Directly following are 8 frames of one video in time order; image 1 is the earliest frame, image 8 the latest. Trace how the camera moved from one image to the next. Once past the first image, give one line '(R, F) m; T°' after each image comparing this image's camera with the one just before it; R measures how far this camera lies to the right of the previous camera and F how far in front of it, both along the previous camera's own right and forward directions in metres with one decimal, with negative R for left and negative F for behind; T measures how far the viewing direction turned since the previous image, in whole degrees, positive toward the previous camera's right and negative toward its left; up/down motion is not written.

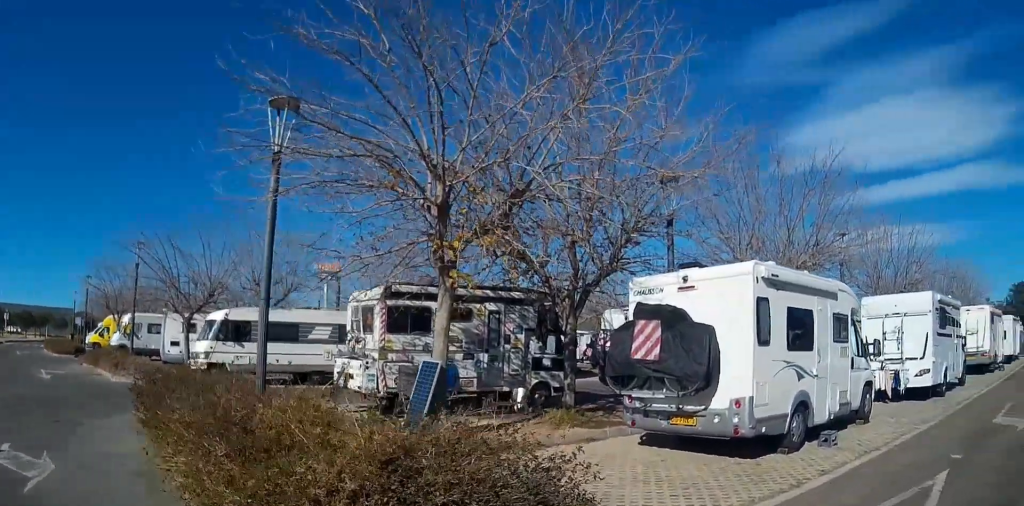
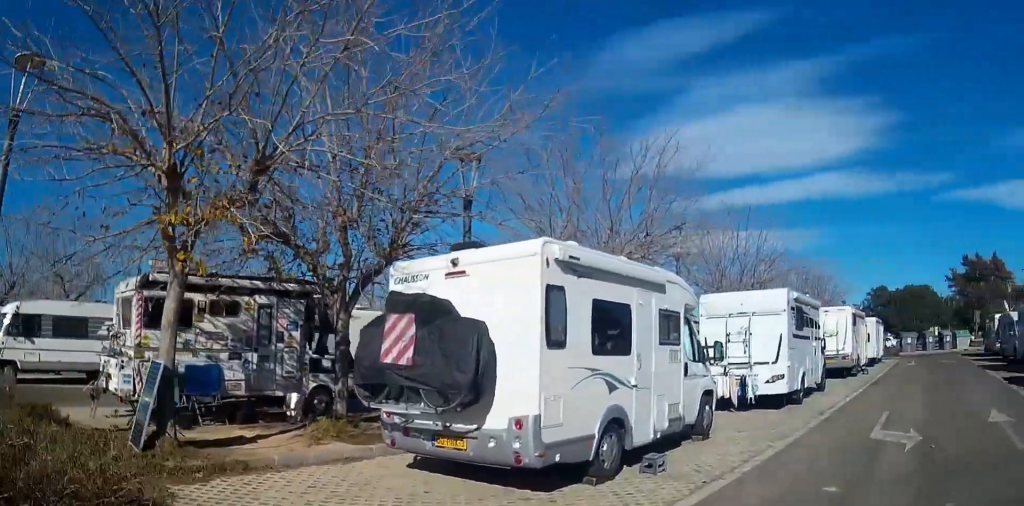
(+0.3, +2.1) m; +13°
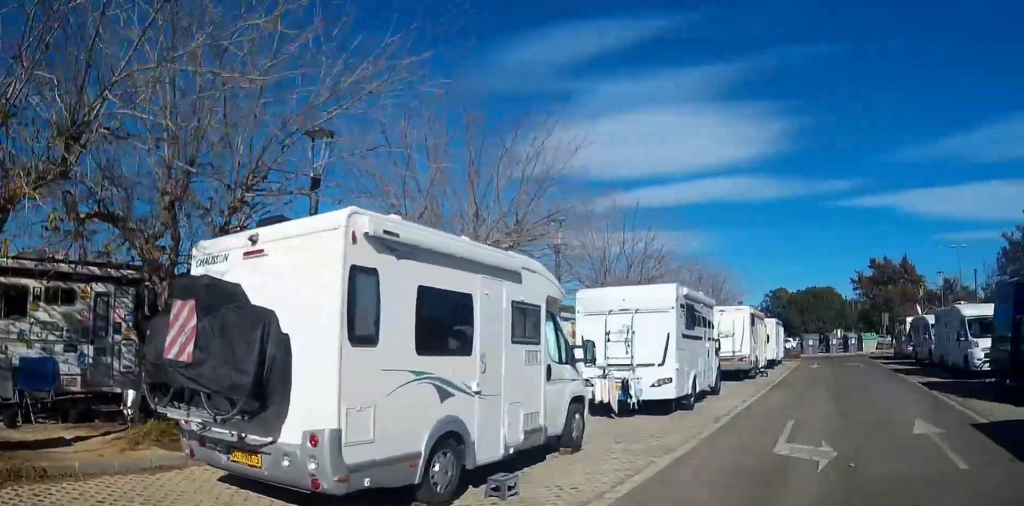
(0.0, +1.4) m; +8°
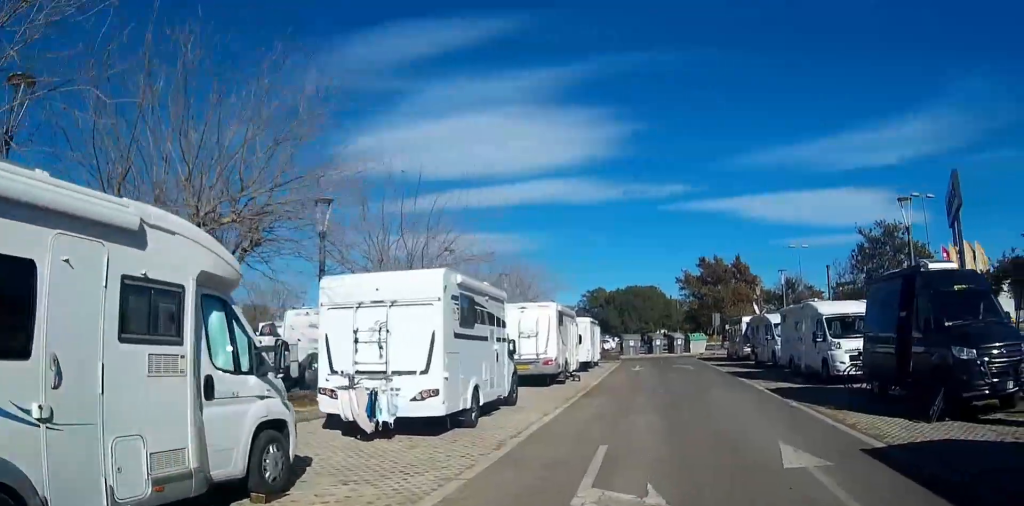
(+0.5, +3.1) m; +8°
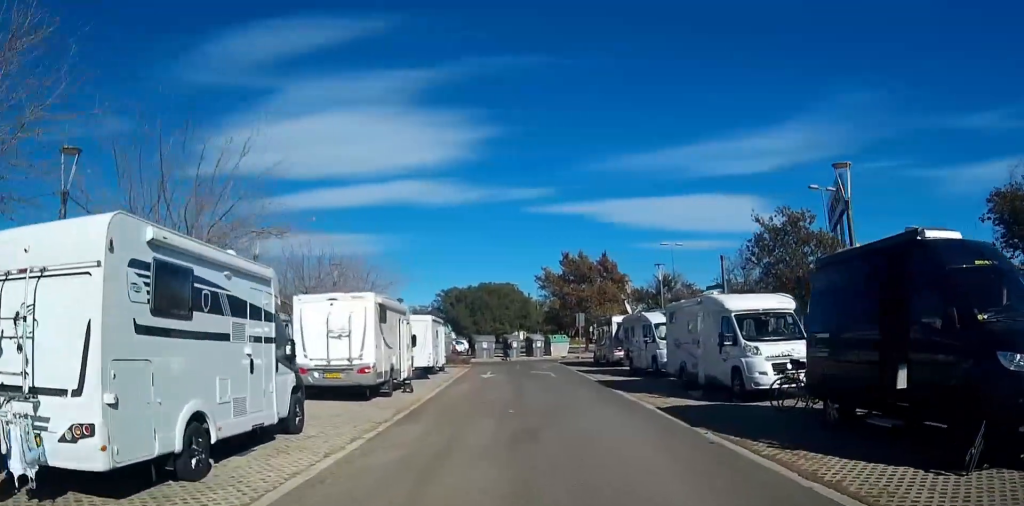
(+0.2, +4.7) m; +4°
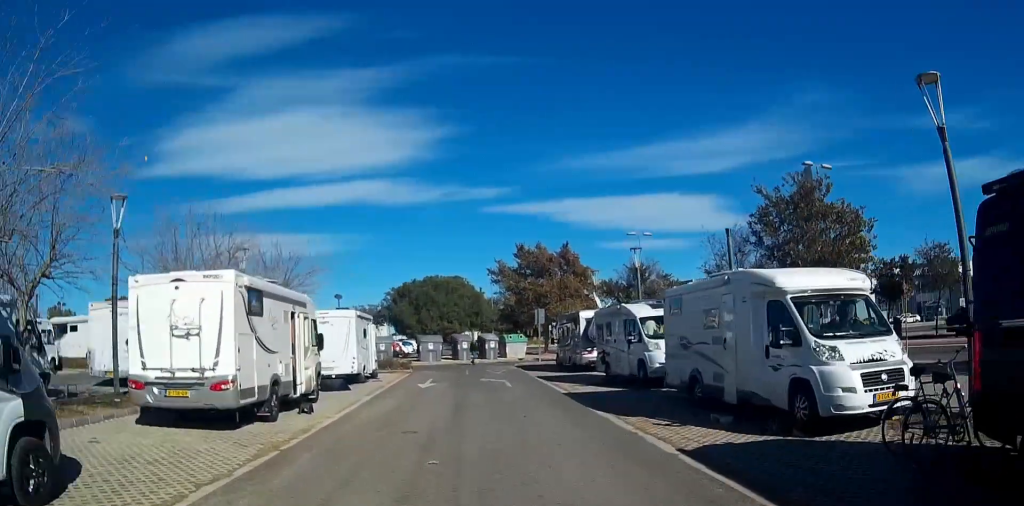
(+0.2, +5.7) m; +2°
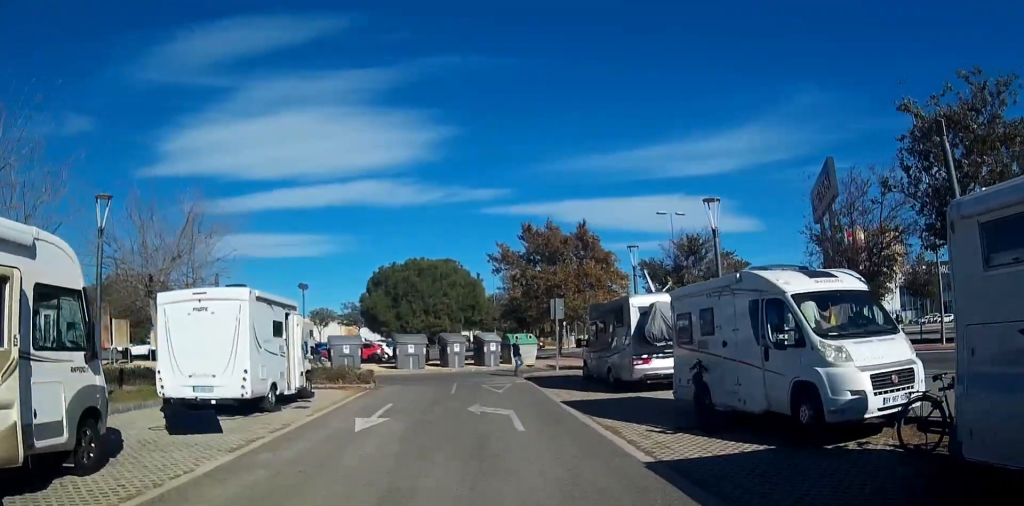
(+0.1, +10.5) m; +1°
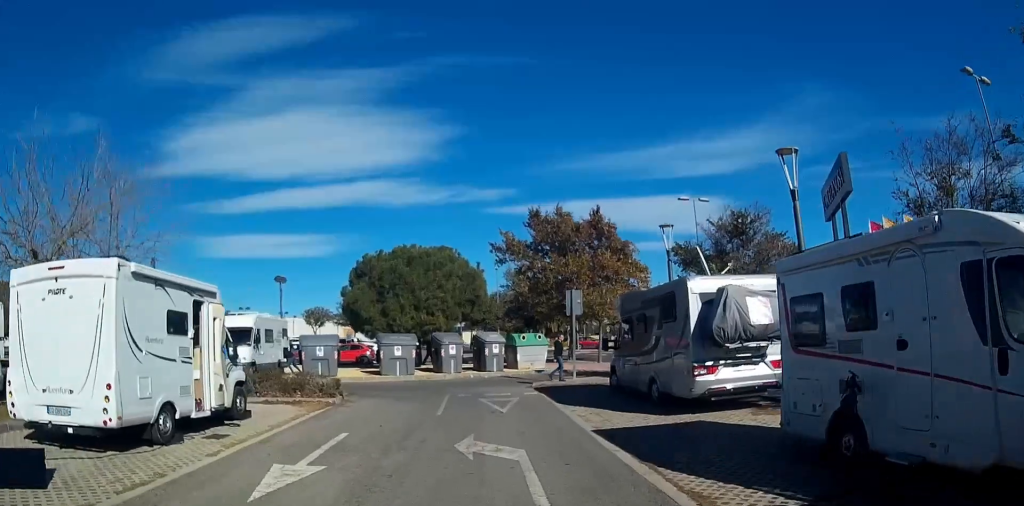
(0.0, +5.3) m; -1°
